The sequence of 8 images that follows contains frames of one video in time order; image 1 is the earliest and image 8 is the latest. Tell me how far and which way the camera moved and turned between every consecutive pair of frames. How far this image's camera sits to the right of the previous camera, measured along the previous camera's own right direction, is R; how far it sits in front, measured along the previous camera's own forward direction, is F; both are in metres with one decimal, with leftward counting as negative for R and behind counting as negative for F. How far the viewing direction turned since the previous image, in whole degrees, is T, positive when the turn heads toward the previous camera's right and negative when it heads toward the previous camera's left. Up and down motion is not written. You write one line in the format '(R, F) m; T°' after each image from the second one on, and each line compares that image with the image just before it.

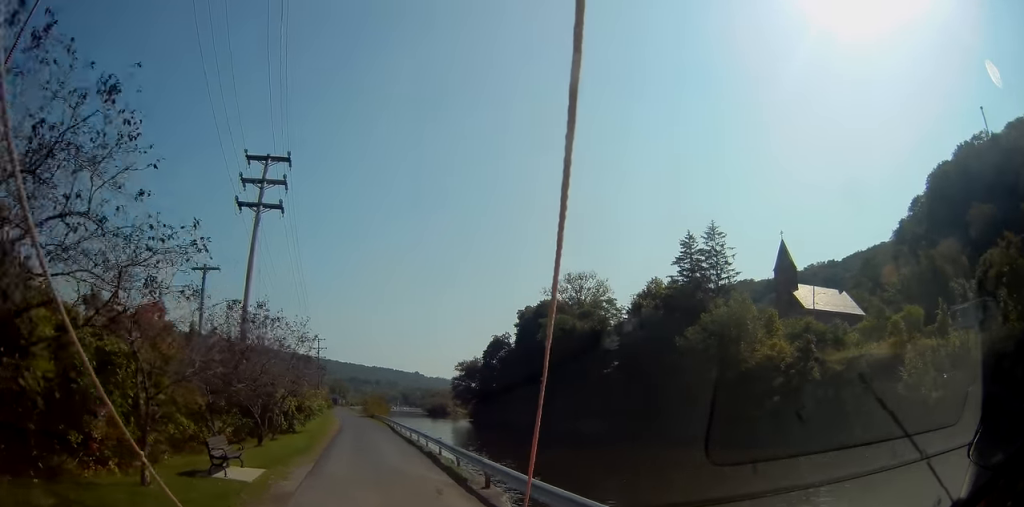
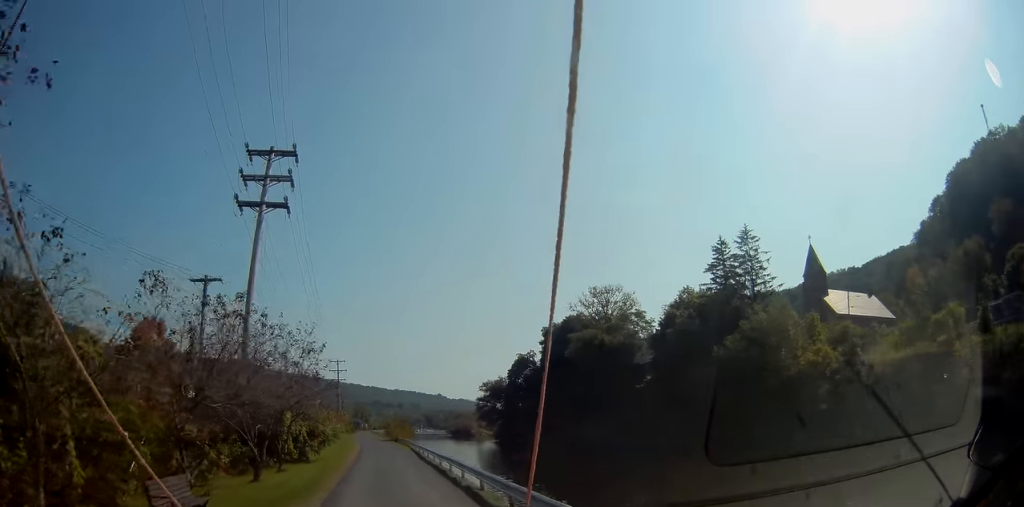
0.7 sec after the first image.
(0.0, +4.5) m; 0°
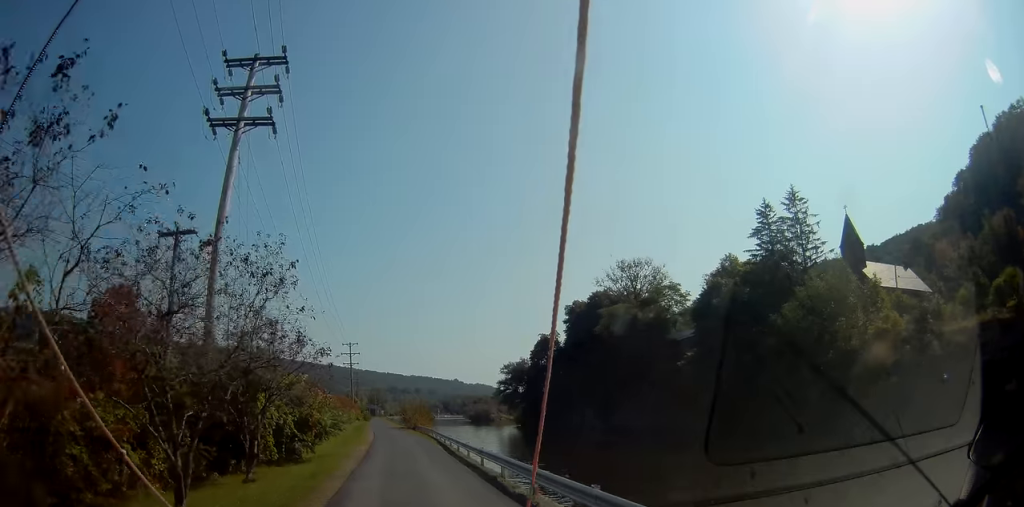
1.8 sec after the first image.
(+0.1, +8.6) m; +1°
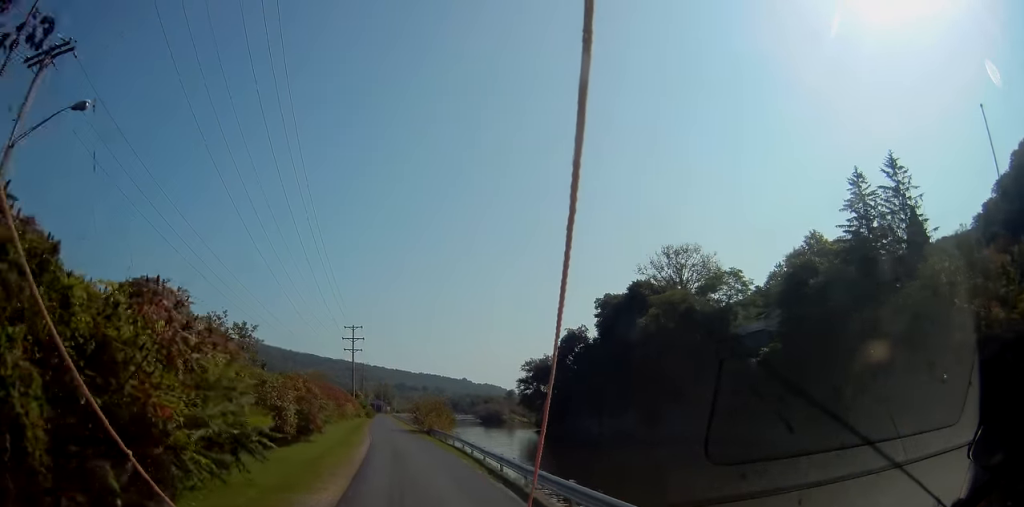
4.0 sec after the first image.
(-0.6, +17.8) m; -3°
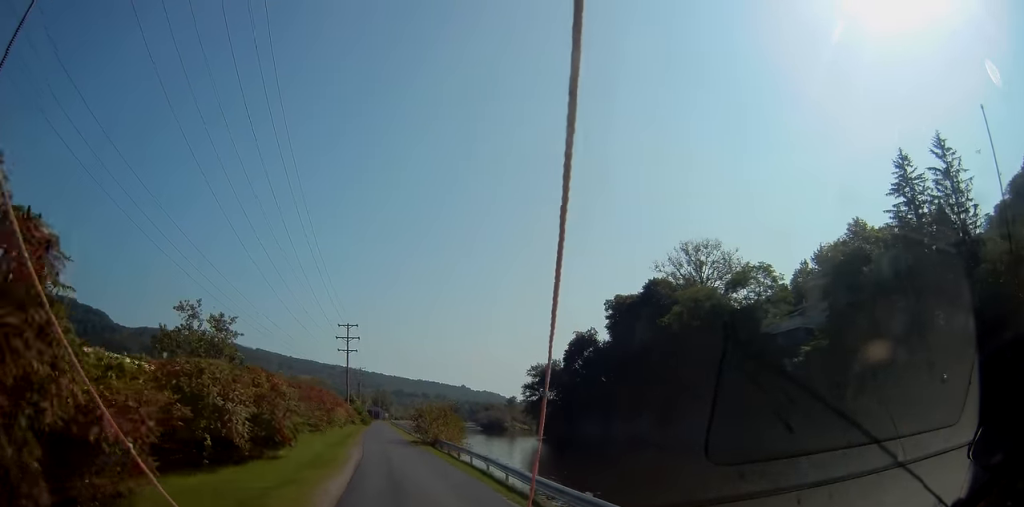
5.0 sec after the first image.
(+0.2, +8.6) m; 0°
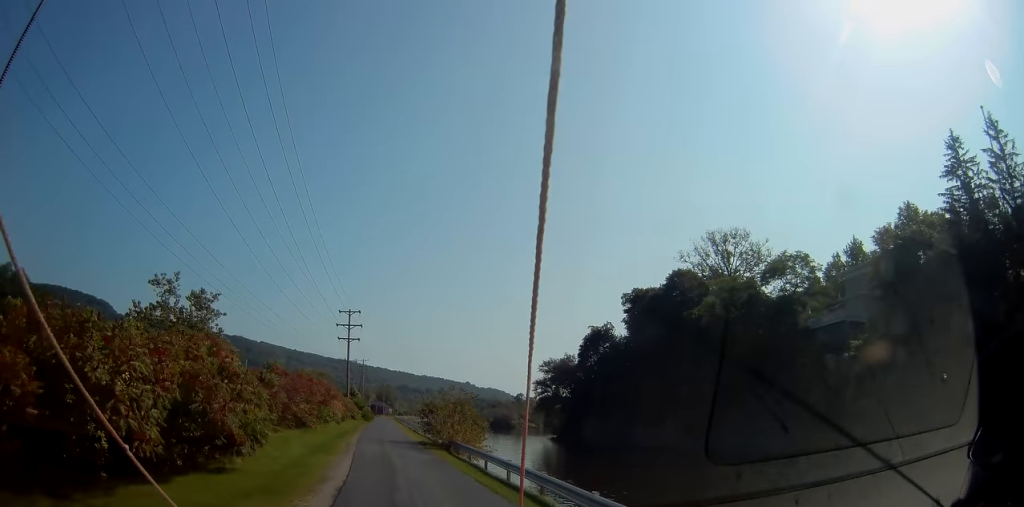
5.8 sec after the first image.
(-0.1, +7.7) m; -3°
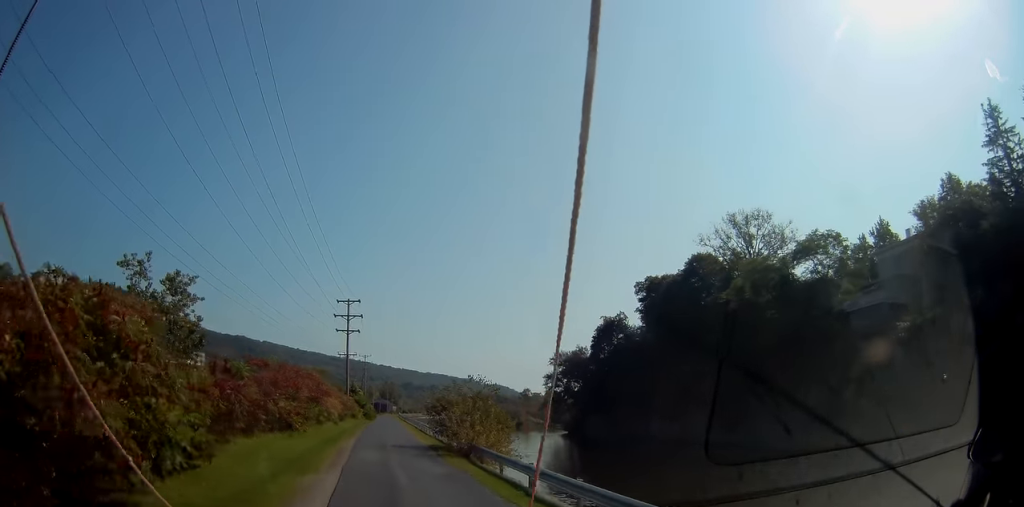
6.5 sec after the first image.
(-0.2, +6.6) m; -2°
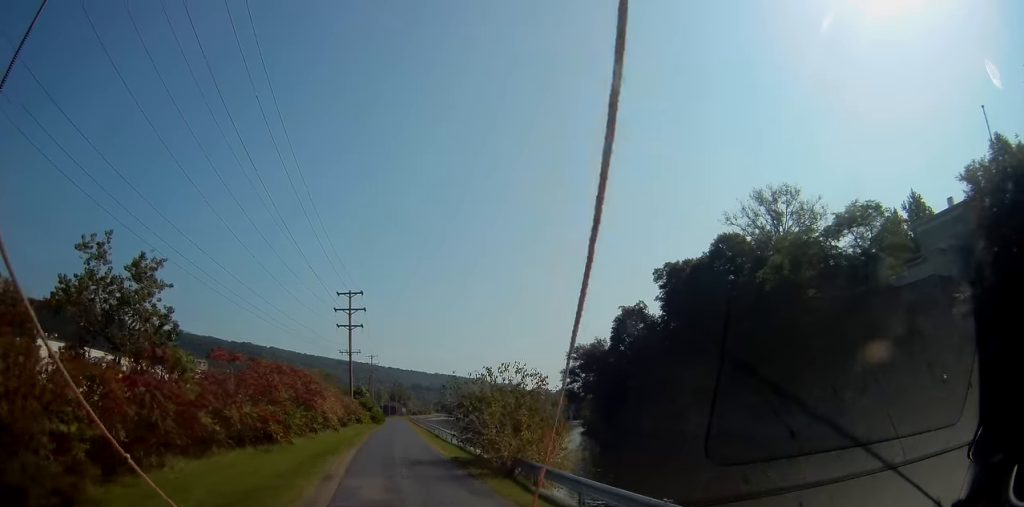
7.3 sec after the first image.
(-0.2, +7.3) m; 0°
